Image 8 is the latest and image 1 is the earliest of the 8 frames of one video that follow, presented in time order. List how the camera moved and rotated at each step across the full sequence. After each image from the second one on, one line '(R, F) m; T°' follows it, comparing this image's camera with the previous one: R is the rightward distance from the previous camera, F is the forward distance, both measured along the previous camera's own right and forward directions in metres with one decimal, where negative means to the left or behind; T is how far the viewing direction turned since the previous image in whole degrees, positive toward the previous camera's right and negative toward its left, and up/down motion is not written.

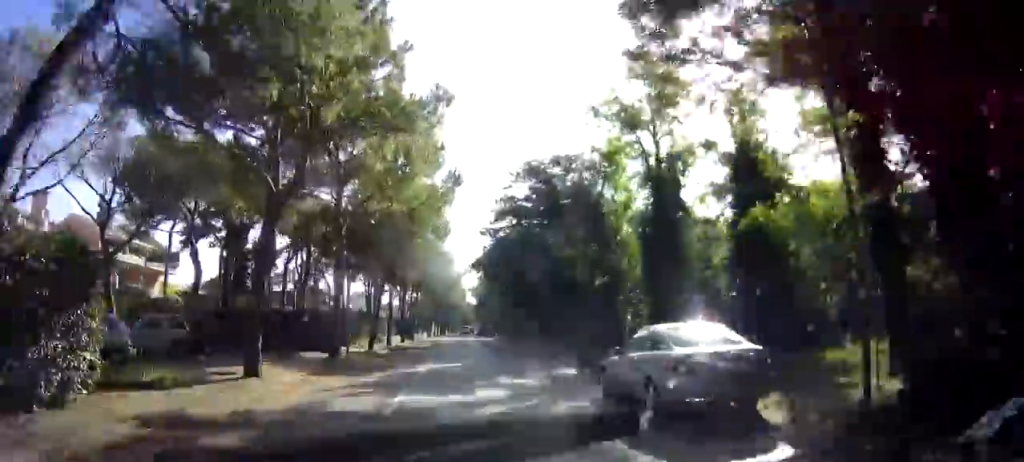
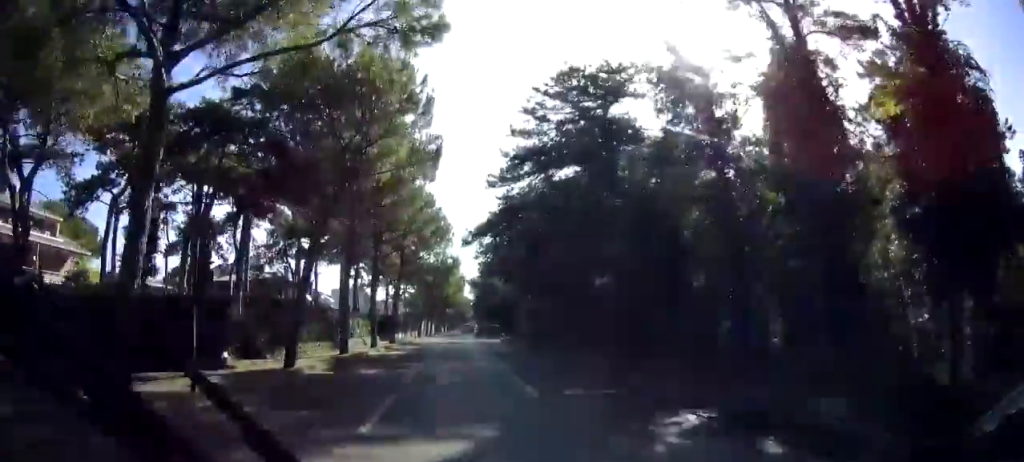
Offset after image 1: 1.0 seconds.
(0.0, +13.4) m; 0°
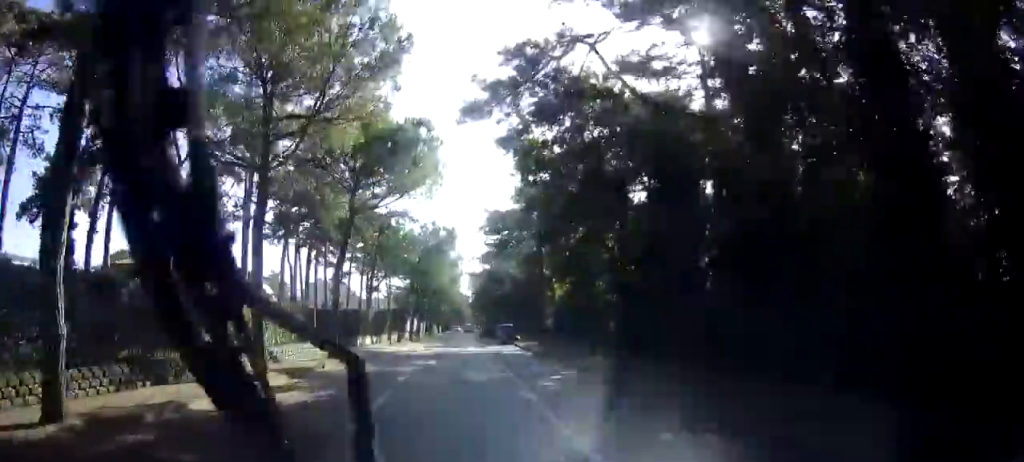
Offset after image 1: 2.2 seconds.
(-0.5, +17.8) m; -2°
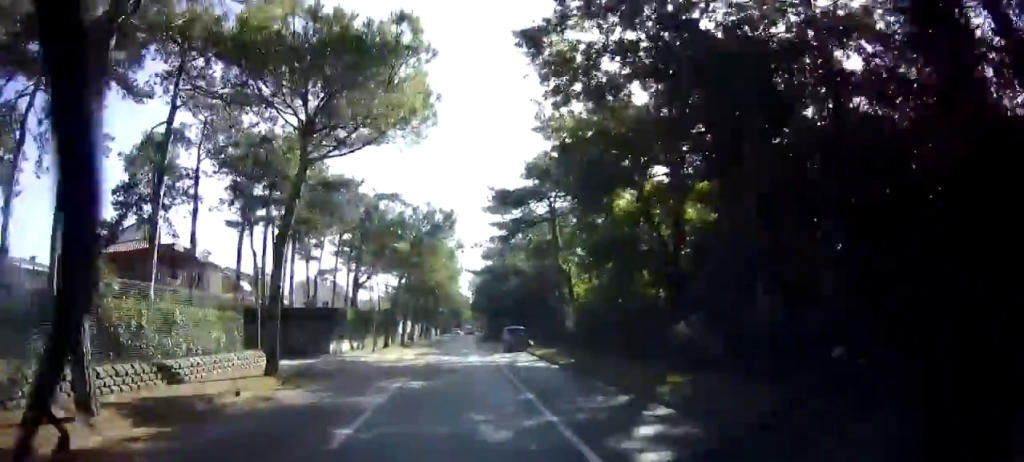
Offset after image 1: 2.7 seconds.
(-0.4, +7.1) m; 0°
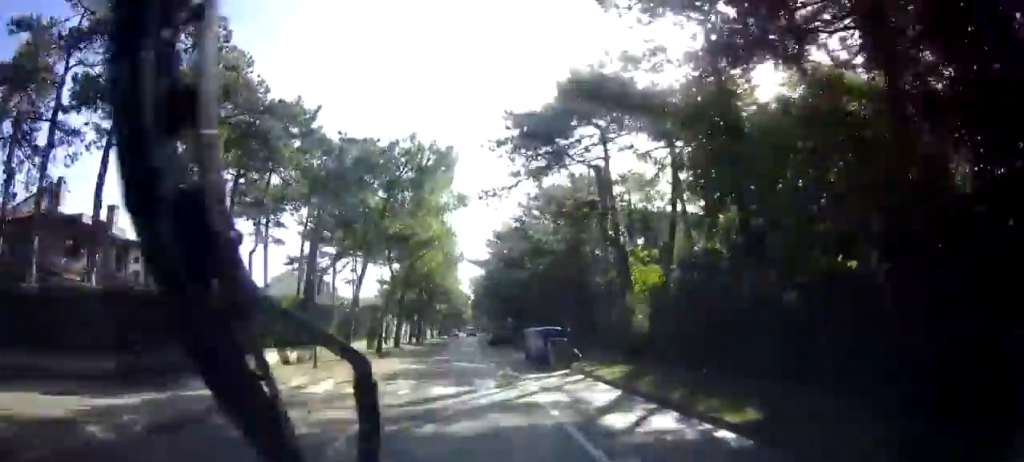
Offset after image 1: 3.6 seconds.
(+0.7, +12.2) m; +2°
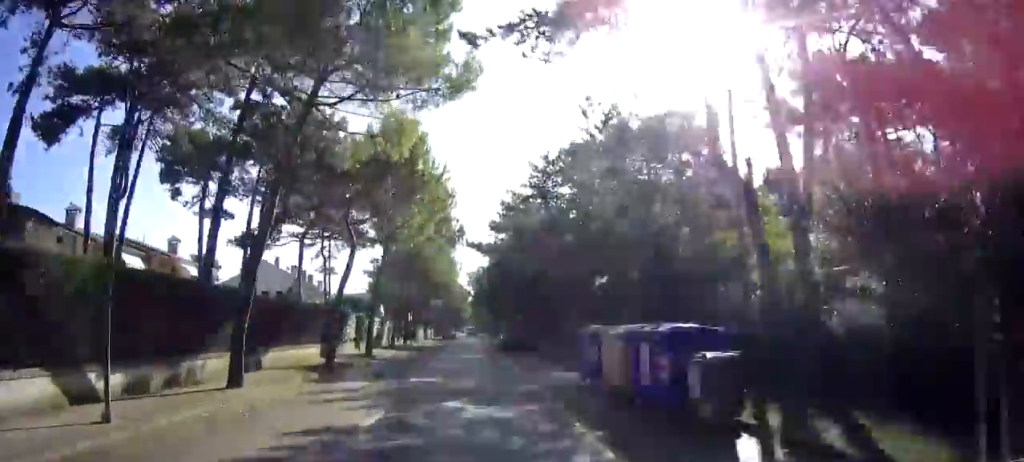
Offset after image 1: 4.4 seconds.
(0.0, +11.2) m; +1°
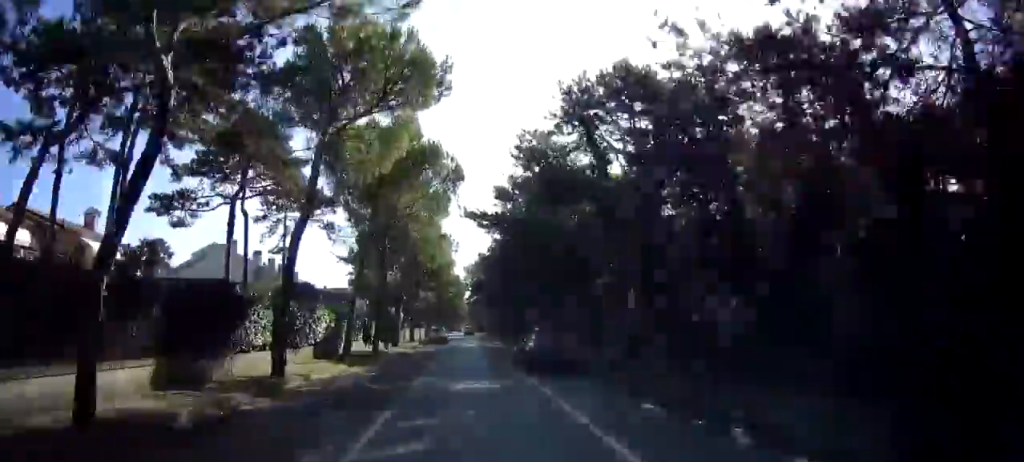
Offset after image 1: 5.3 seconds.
(+0.1, +12.9) m; -1°
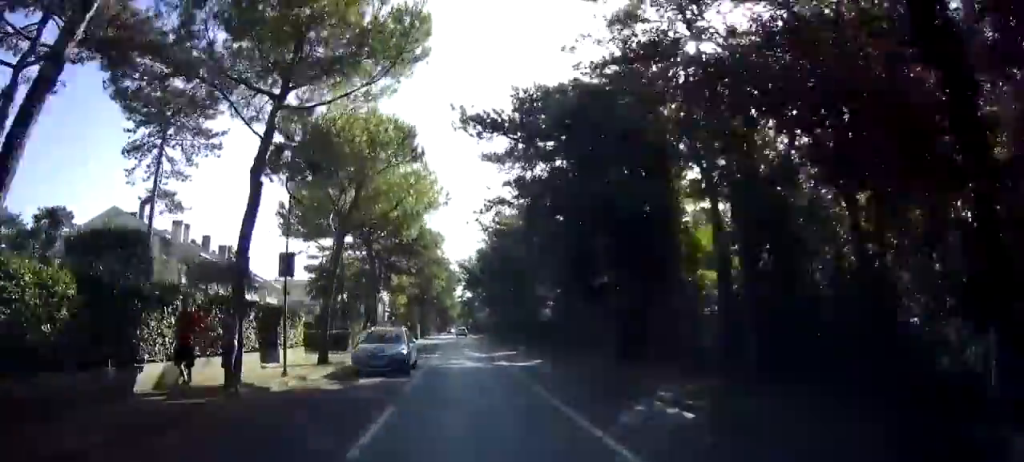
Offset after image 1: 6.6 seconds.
(-0.8, +18.1) m; -2°
